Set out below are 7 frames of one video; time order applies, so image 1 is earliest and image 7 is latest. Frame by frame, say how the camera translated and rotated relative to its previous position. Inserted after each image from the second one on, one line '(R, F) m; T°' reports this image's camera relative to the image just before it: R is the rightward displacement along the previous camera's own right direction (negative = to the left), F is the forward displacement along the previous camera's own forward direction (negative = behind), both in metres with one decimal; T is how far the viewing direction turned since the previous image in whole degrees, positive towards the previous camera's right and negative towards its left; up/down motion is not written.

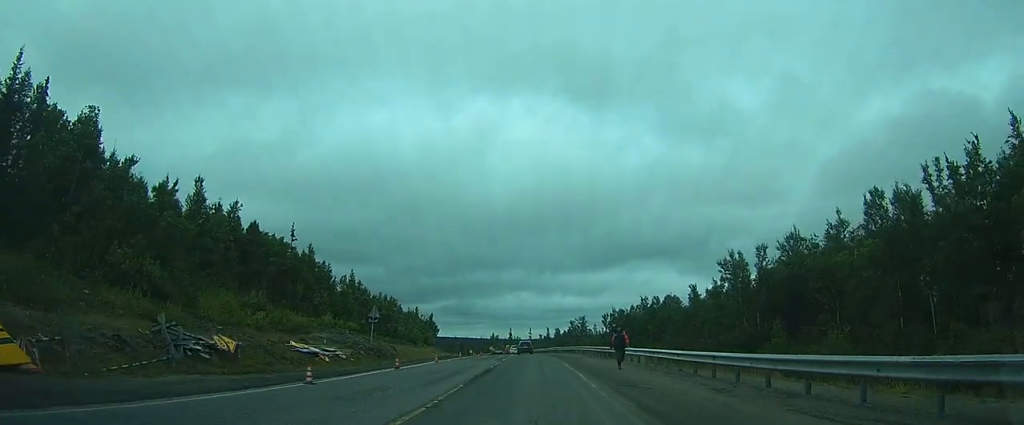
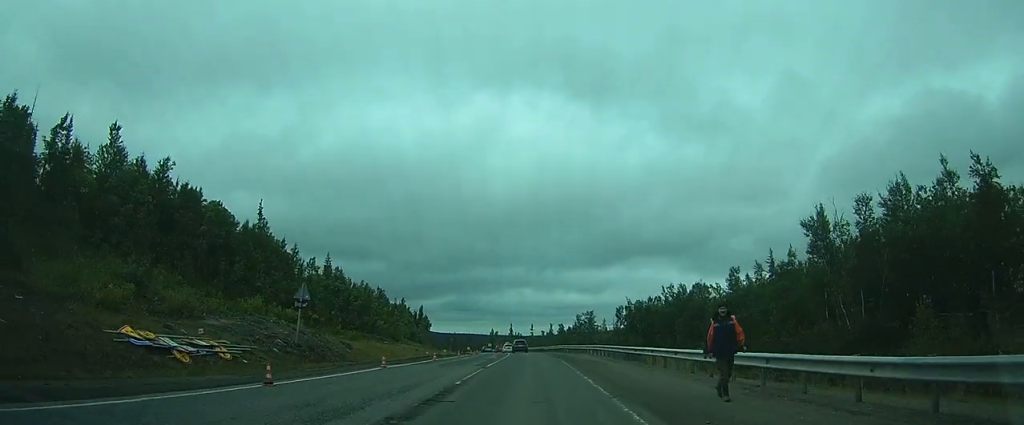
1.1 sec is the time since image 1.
(+0.3, +11.2) m; +2°
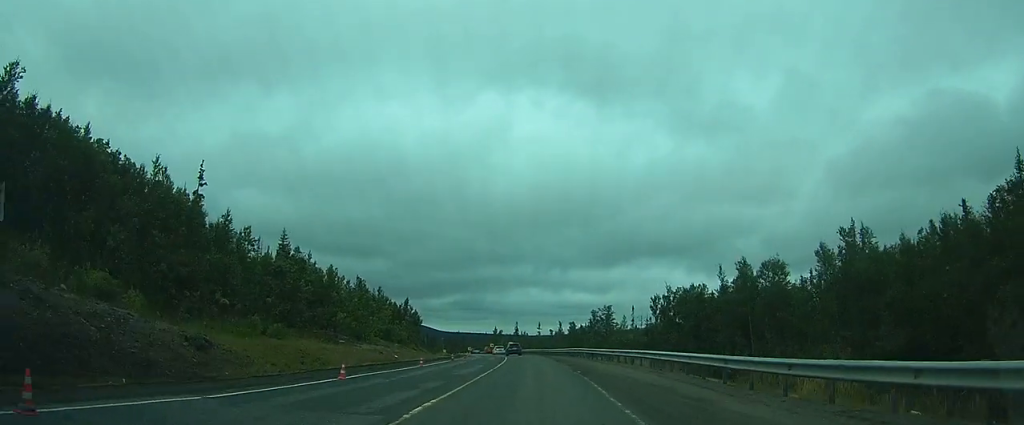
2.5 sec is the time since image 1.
(+0.1, +16.2) m; 0°
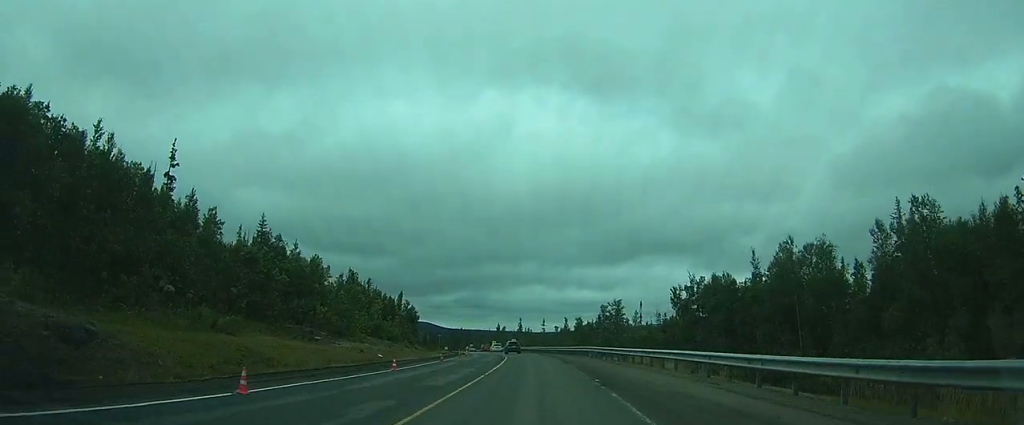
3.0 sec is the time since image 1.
(0.0, +6.1) m; 0°
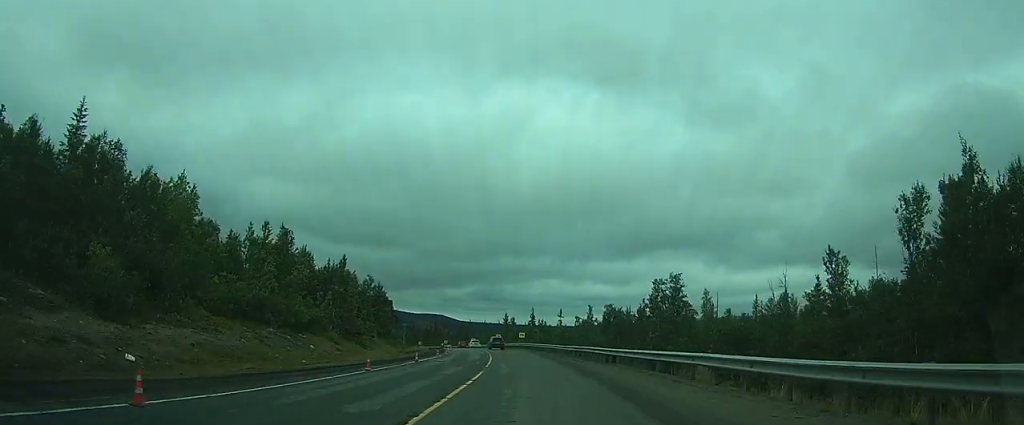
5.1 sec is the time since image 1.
(-0.3, +27.6) m; -2°
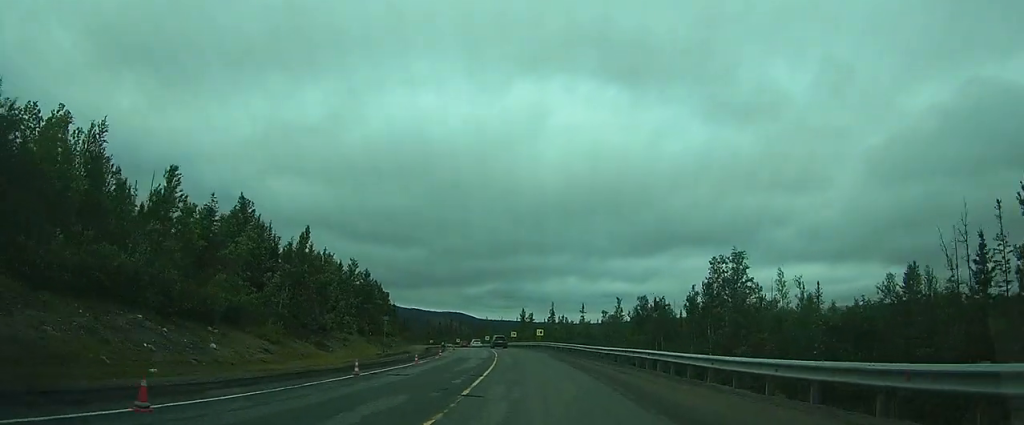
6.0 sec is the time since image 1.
(-0.3, +12.0) m; -1°
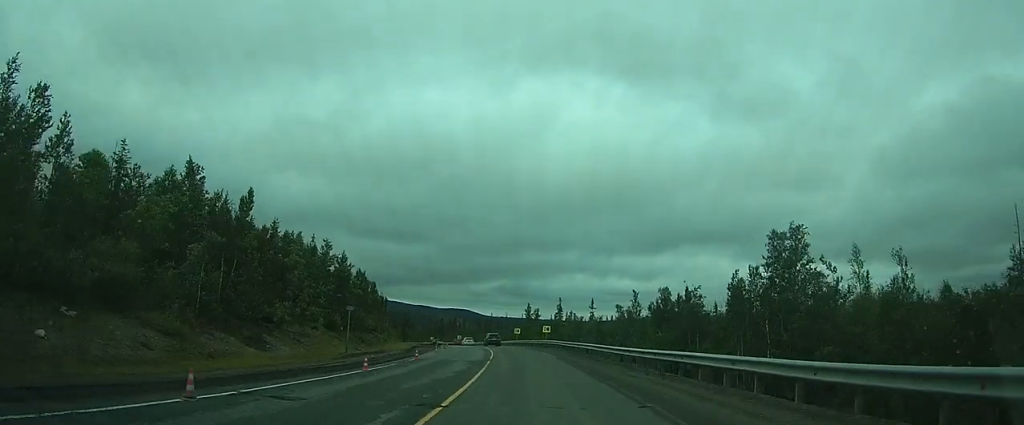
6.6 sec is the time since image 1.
(0.0, +8.5) m; 0°
